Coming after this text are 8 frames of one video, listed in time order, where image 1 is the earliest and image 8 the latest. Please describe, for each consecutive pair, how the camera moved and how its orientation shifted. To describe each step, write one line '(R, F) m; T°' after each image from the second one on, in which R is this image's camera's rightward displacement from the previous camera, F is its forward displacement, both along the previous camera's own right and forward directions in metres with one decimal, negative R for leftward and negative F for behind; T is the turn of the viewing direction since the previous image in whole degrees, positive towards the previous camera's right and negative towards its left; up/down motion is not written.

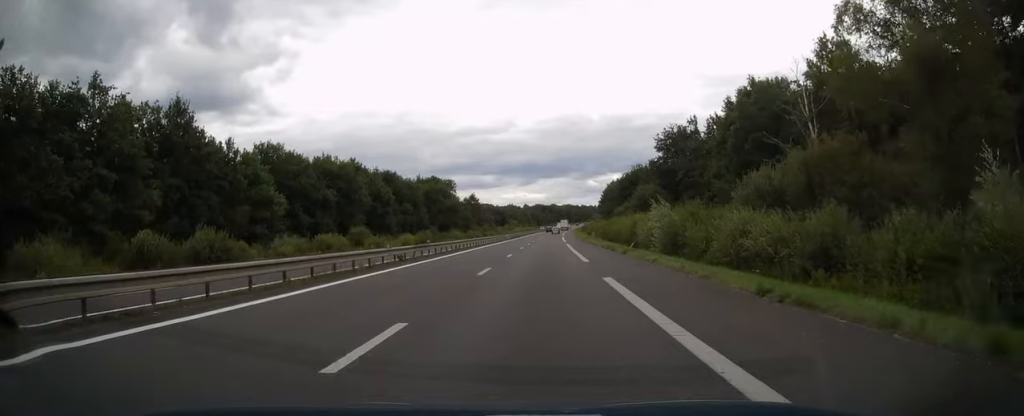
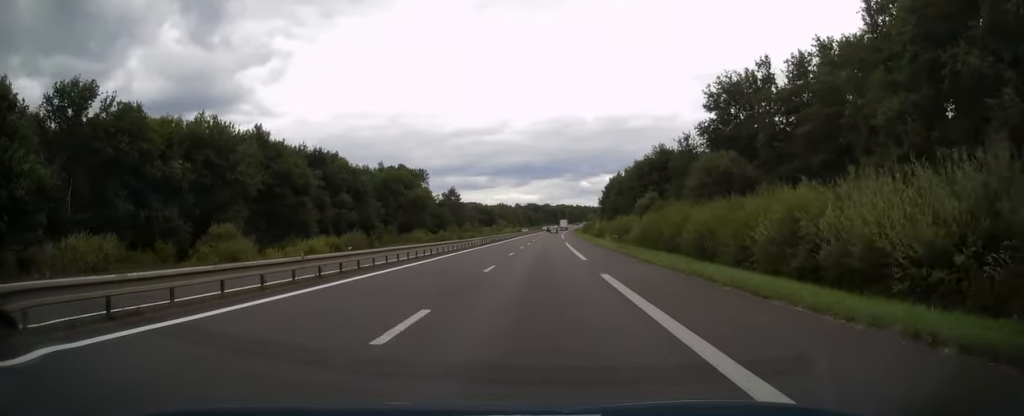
(+0.1, +37.2) m; +1°
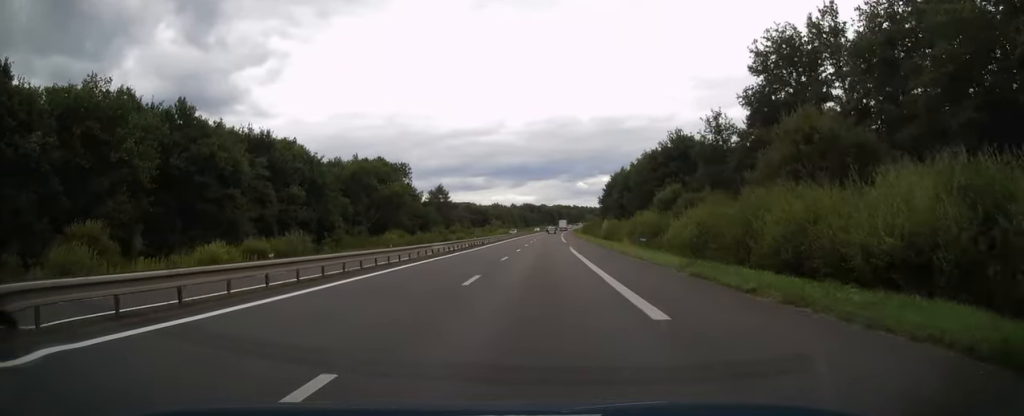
(0.0, +17.6) m; 0°
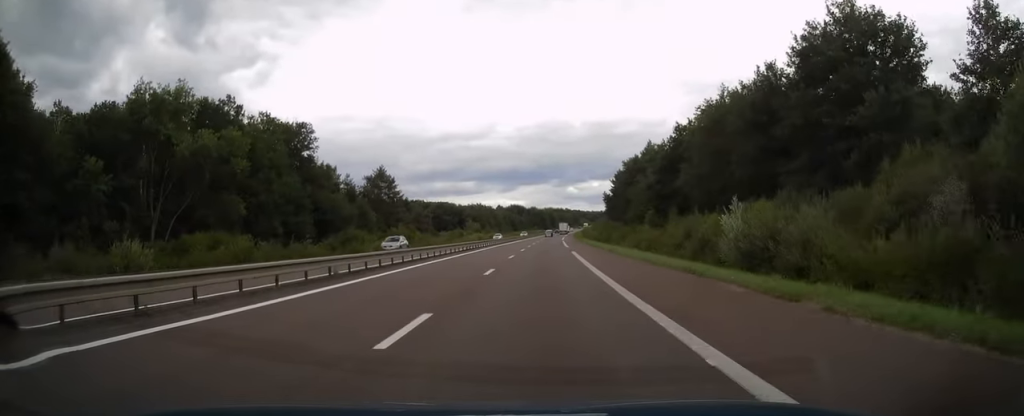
(+0.4, +59.3) m; +1°
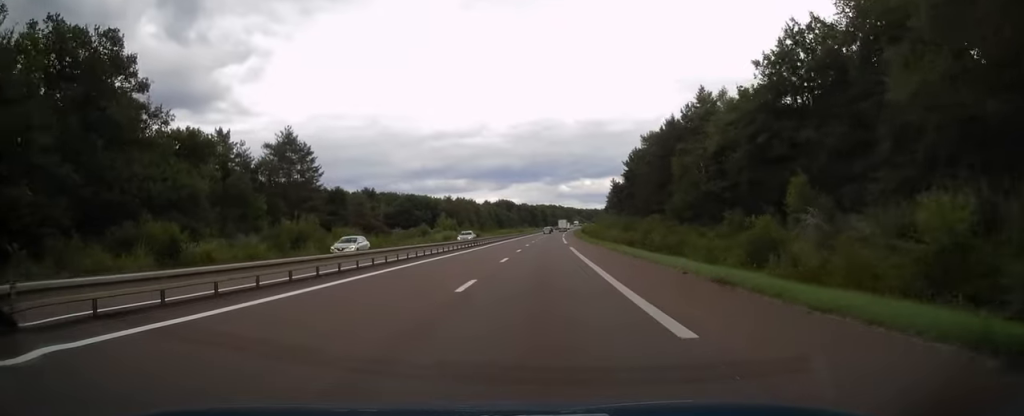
(+0.2, +45.0) m; +1°
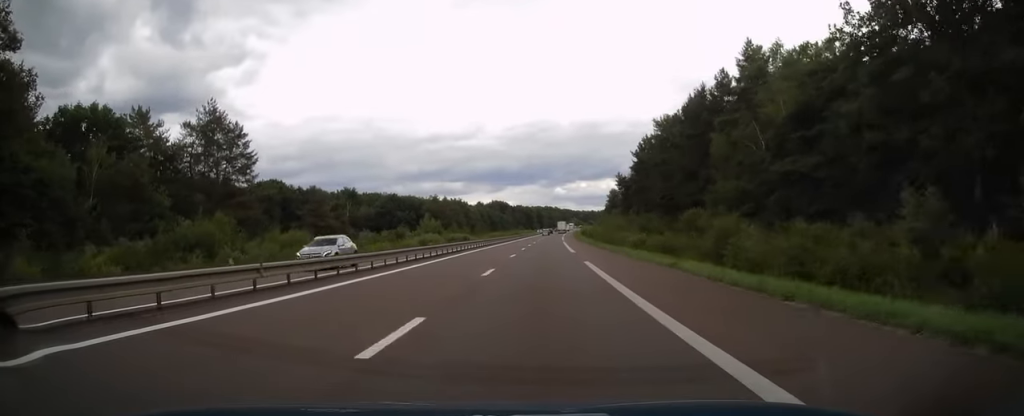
(+0.1, +20.1) m; +1°
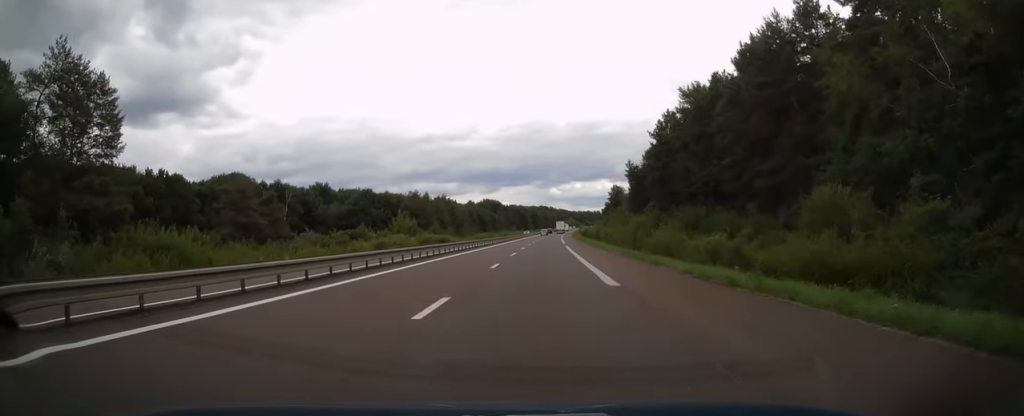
(+0.2, +24.5) m; +1°
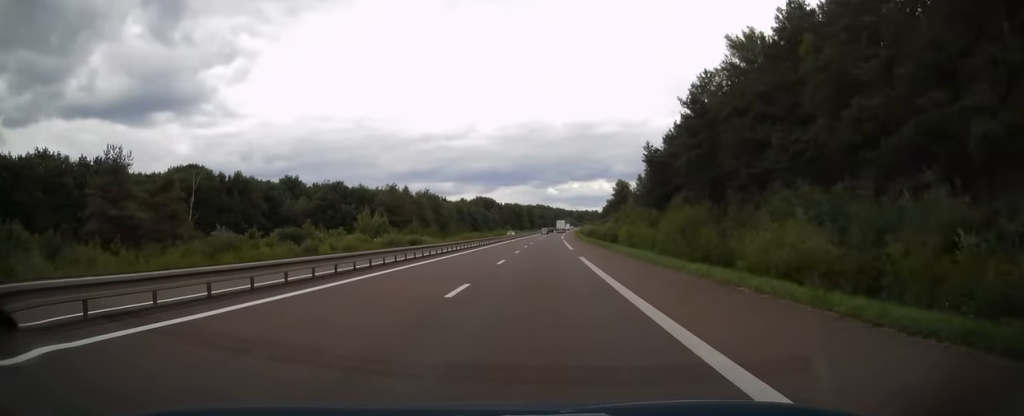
(0.0, +23.5) m; 0°
